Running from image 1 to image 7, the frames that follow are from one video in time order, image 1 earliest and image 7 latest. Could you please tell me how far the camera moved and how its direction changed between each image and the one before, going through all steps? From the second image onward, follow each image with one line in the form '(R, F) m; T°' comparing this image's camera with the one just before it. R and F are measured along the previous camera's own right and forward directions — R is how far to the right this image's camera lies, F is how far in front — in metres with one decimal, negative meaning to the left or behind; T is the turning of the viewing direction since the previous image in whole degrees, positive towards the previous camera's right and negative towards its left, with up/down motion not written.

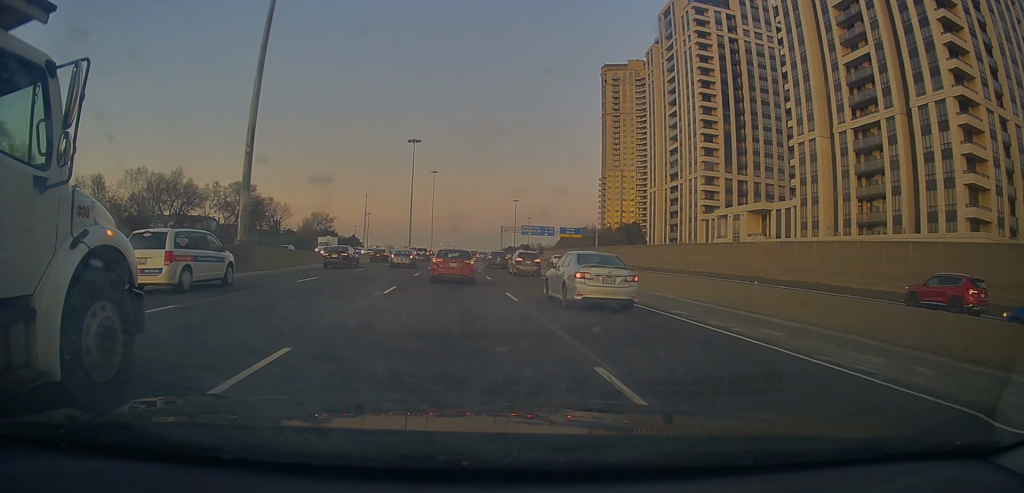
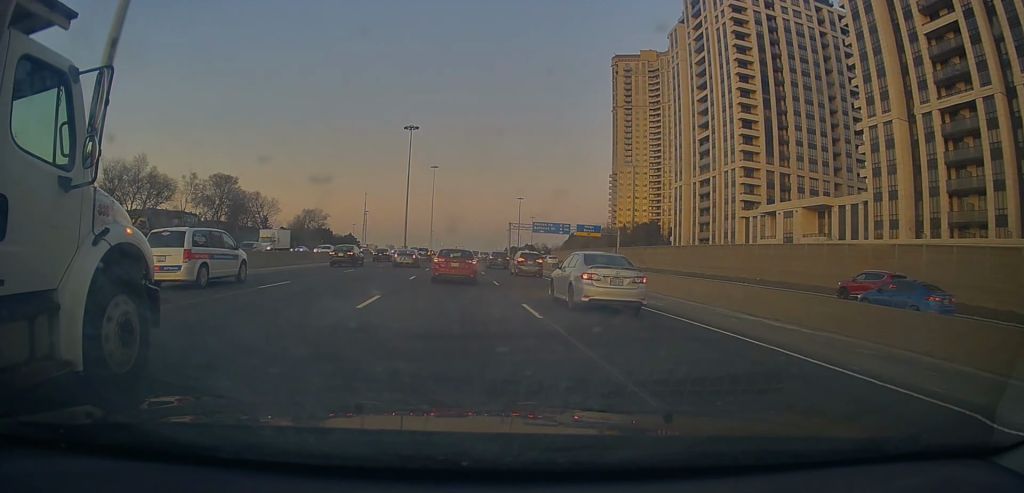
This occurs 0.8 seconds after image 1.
(-0.2, +16.5) m; 0°
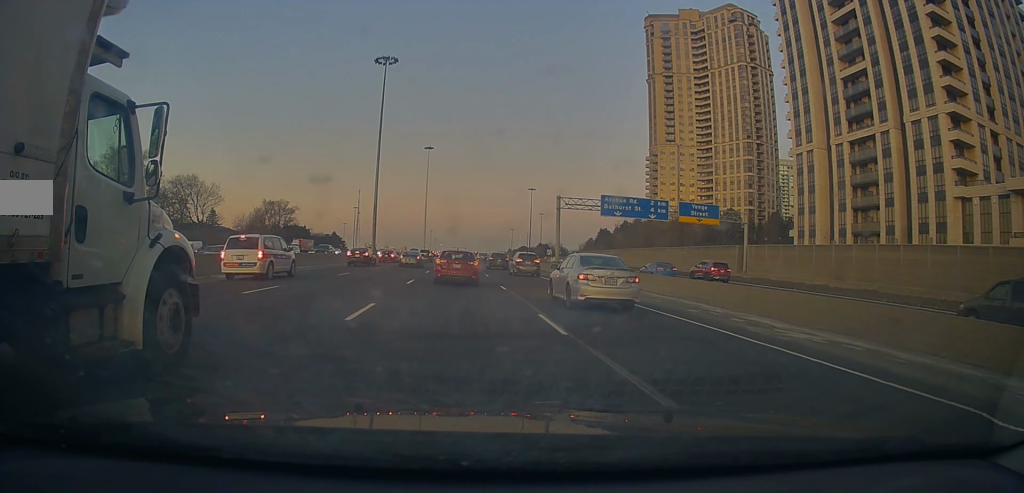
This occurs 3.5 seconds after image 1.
(+2.6, +51.5) m; +3°
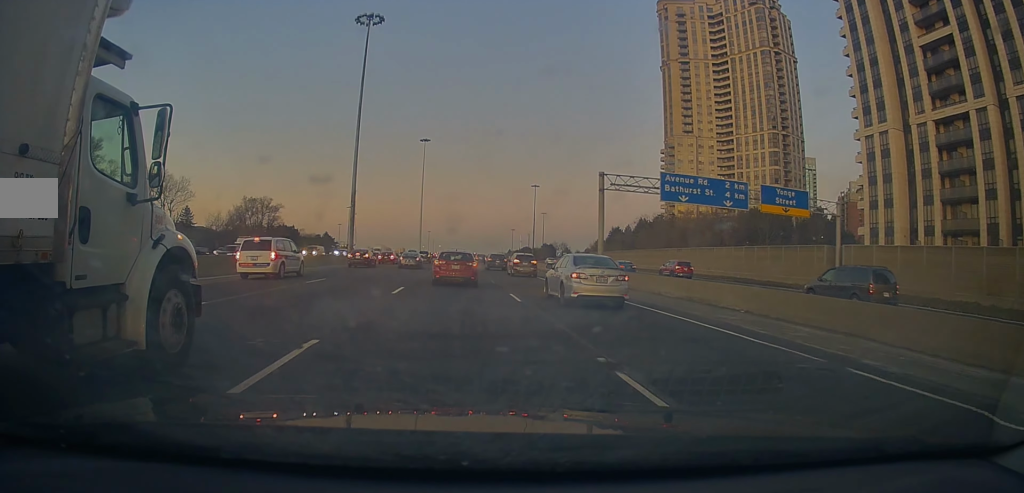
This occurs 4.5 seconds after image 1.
(-0.6, +17.4) m; -1°
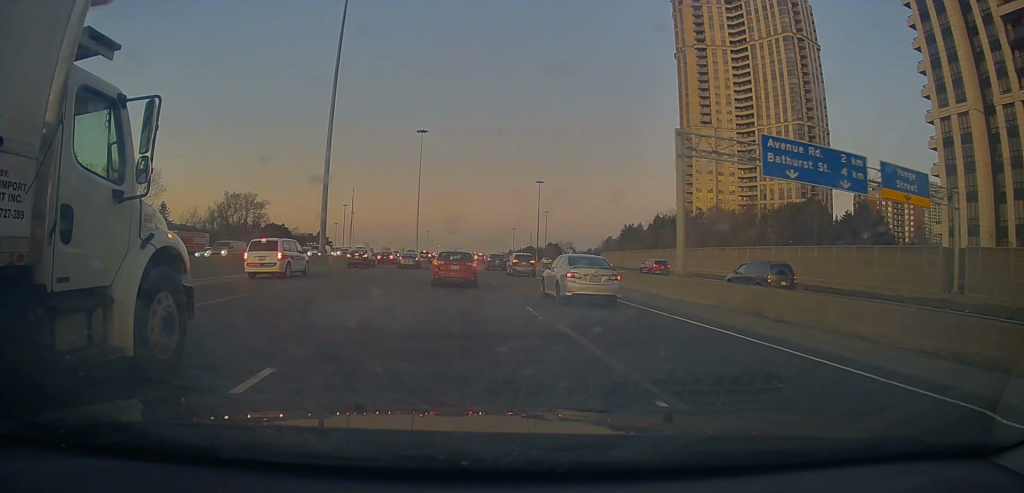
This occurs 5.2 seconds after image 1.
(0.0, +14.2) m; +2°
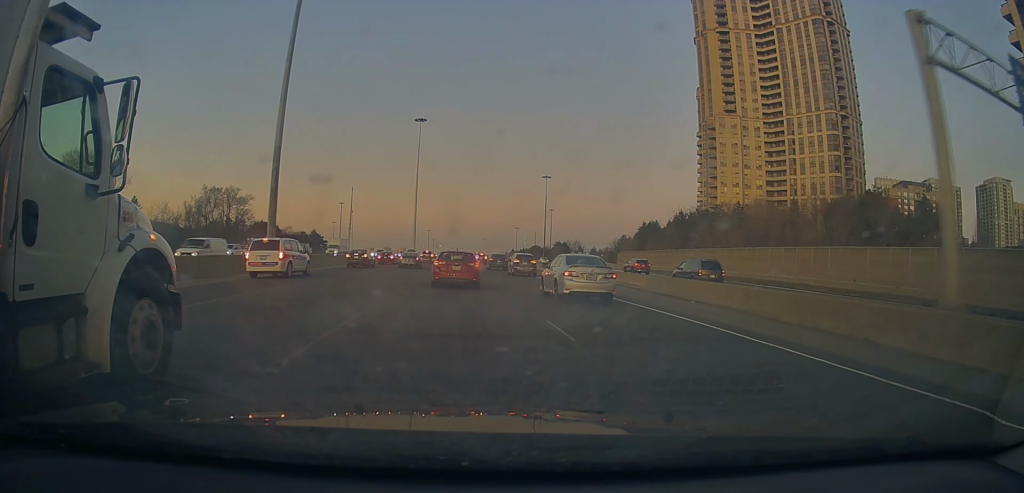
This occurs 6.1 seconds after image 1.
(+0.5, +15.4) m; 0°
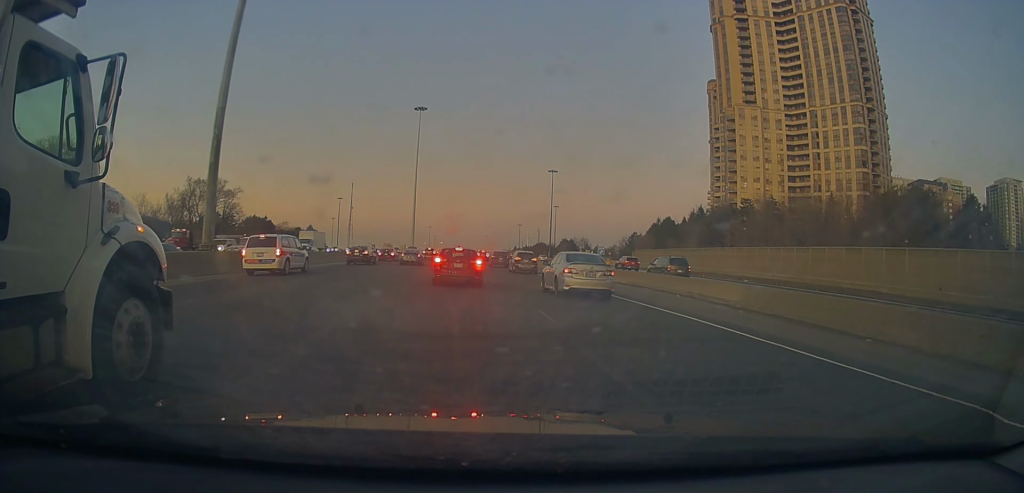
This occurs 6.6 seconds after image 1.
(0.0, +10.4) m; -1°
